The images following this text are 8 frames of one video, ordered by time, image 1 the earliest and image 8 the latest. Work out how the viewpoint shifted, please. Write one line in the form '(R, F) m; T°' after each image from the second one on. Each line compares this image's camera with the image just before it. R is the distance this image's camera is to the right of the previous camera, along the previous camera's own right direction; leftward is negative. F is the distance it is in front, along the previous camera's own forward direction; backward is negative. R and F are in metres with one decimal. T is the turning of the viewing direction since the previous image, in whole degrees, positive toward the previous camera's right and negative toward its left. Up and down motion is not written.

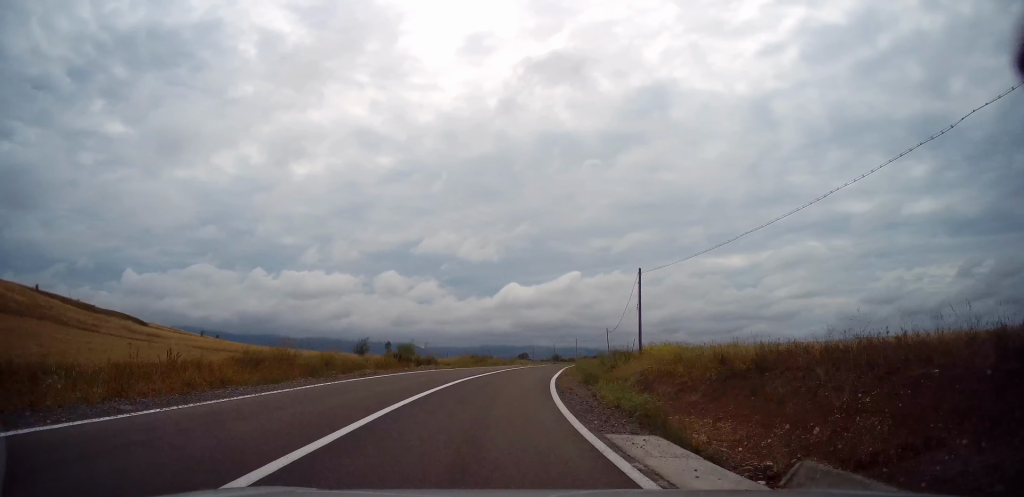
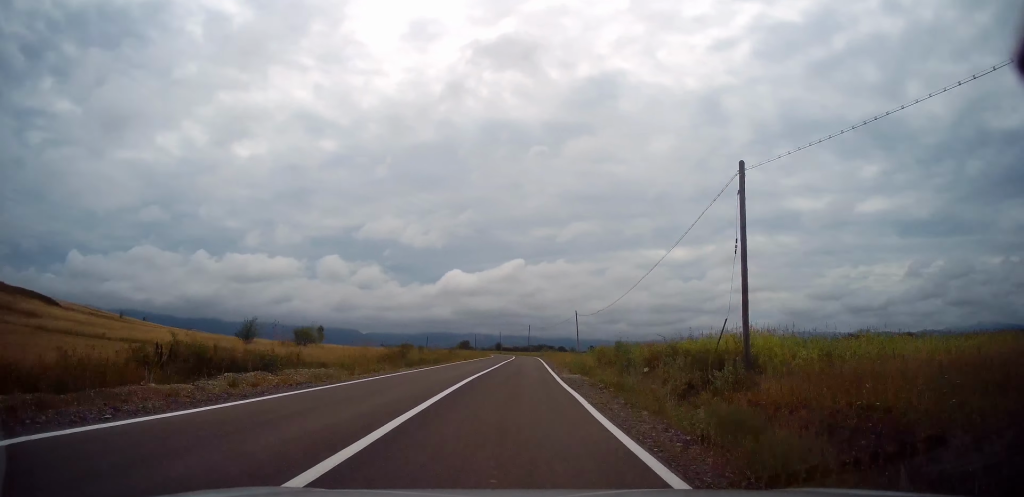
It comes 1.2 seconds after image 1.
(+0.9, +22.2) m; +5°
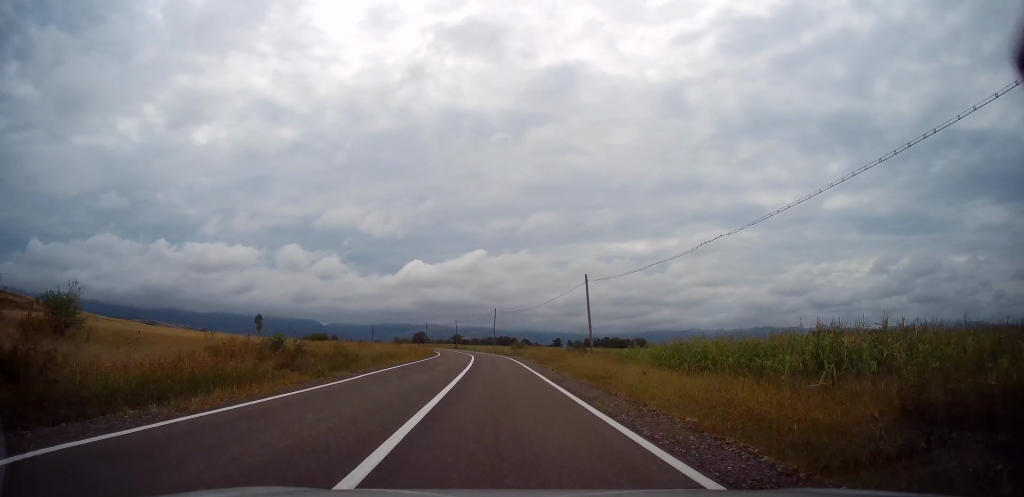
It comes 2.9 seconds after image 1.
(+2.1, +32.0) m; +6°
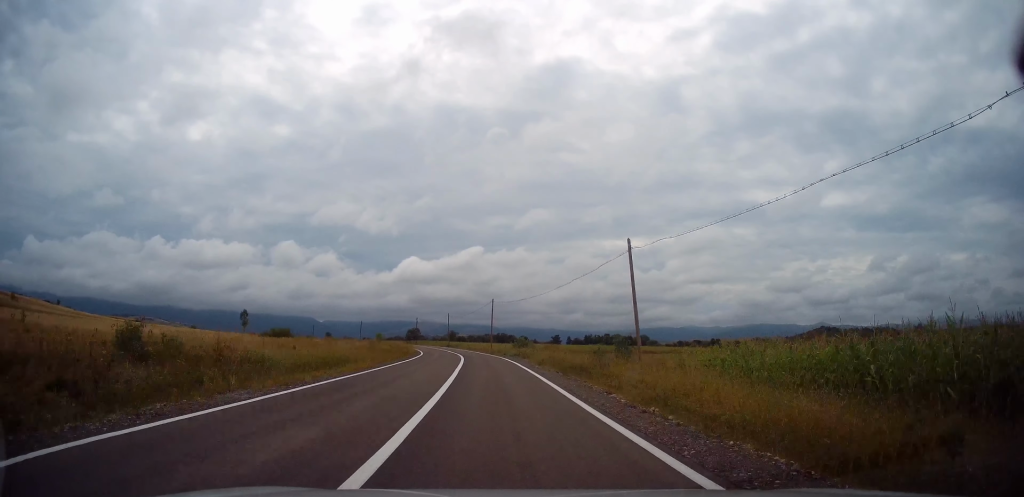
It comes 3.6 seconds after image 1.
(+0.3, +12.8) m; 0°
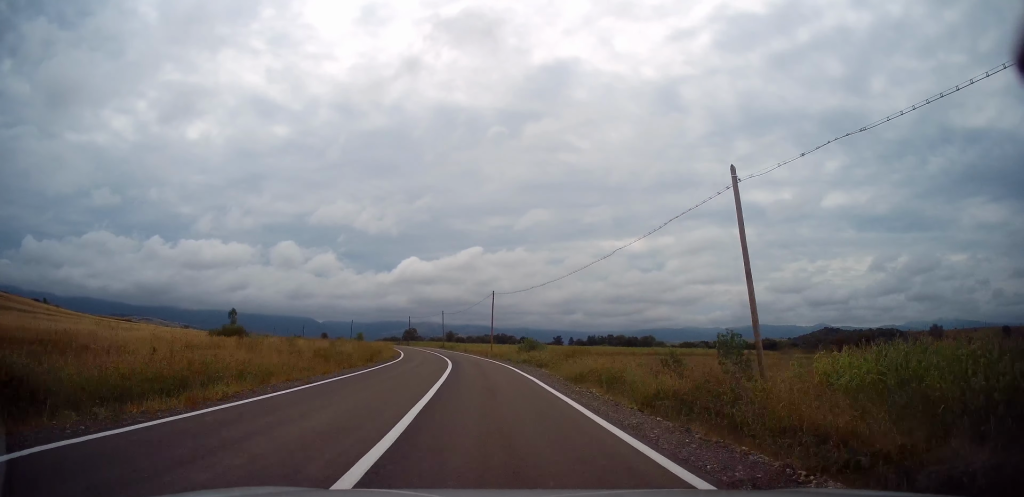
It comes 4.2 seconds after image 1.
(-0.1, +11.6) m; -1°
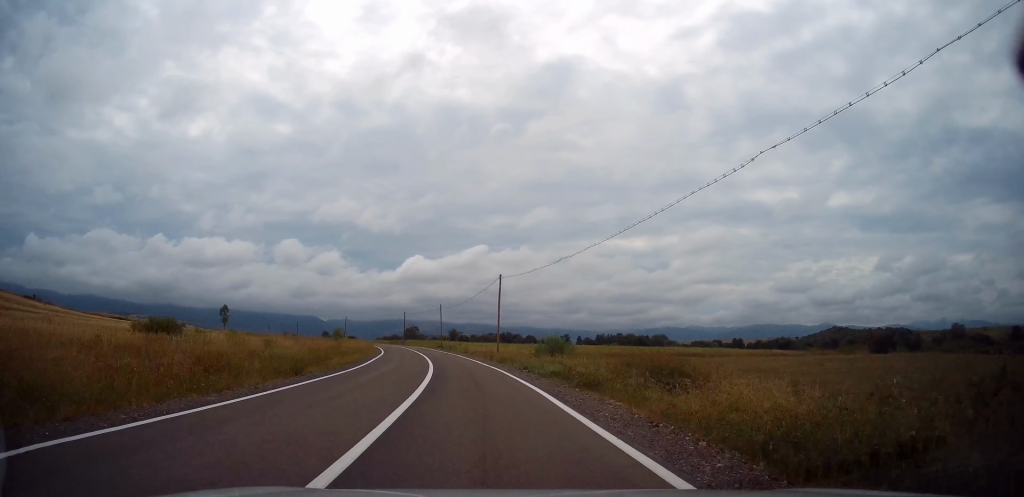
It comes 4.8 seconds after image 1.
(-0.2, +12.3) m; -1°
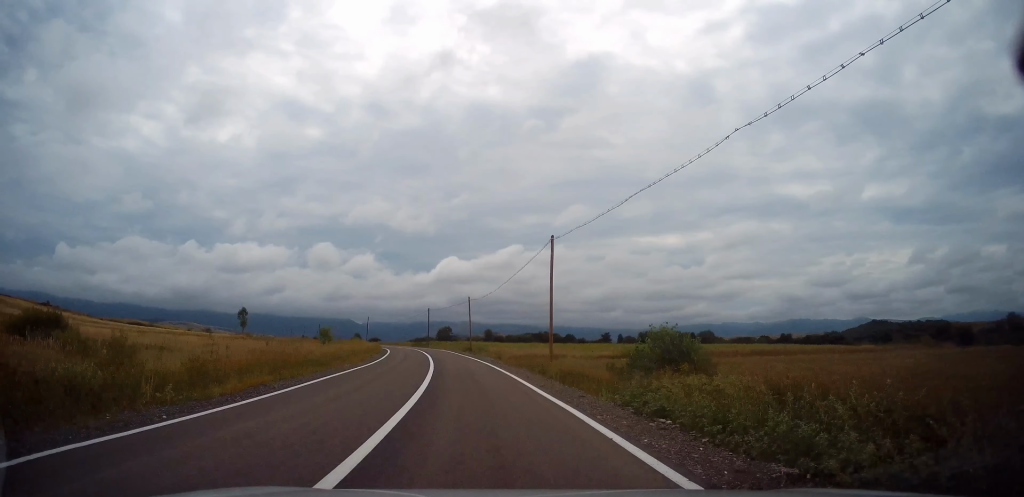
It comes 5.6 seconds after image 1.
(-0.1, +15.1) m; -2°
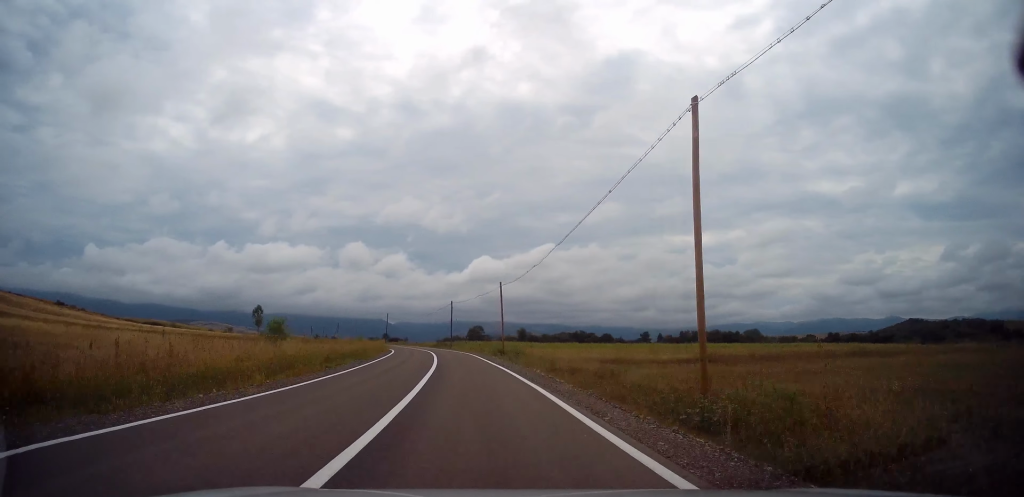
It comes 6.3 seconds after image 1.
(-0.3, +15.2) m; -3°
